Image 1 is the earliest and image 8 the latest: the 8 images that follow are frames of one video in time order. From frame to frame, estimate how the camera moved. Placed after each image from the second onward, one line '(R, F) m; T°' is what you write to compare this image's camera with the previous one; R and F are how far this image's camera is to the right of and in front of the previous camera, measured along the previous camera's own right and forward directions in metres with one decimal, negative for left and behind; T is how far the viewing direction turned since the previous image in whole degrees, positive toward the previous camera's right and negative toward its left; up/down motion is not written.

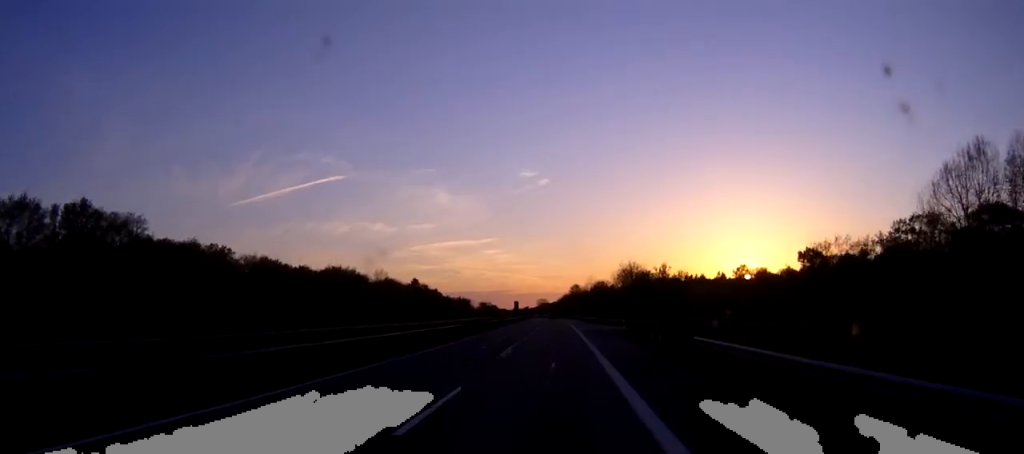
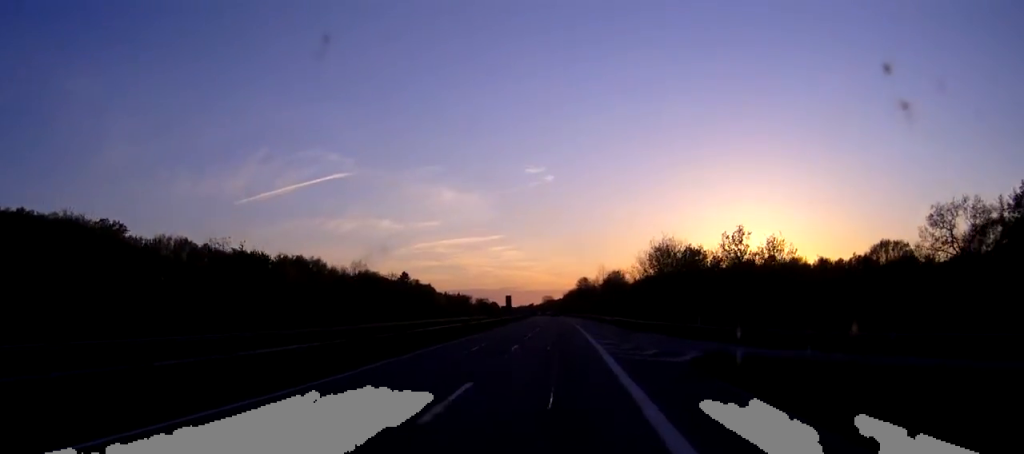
(-0.2, +34.6) m; -1°
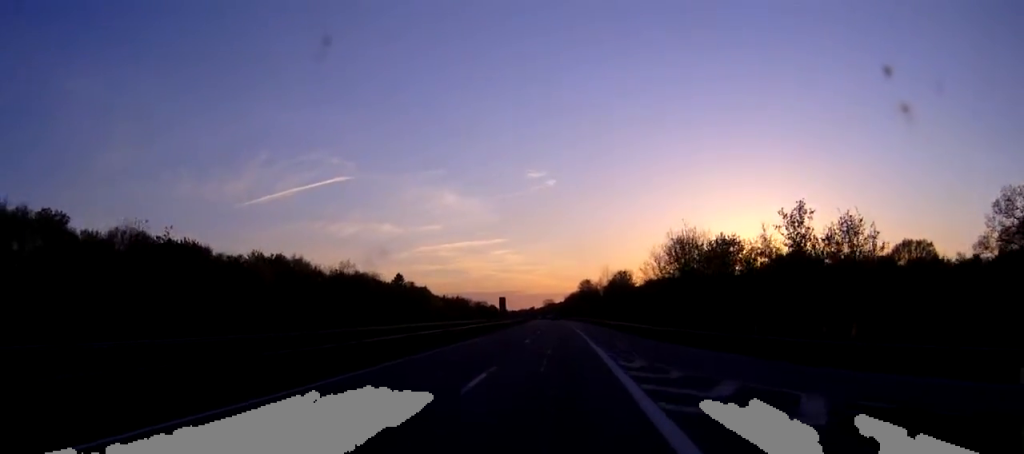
(0.0, +13.1) m; 0°
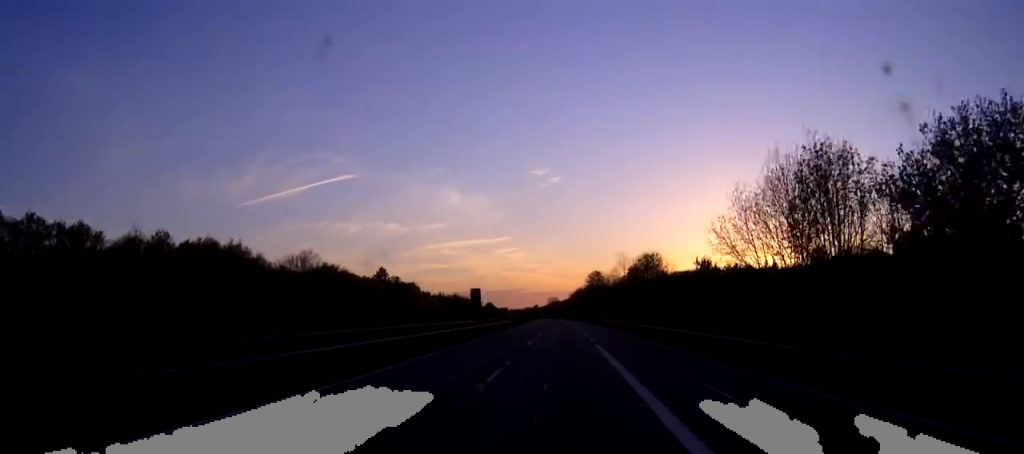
(-0.2, +34.7) m; 0°
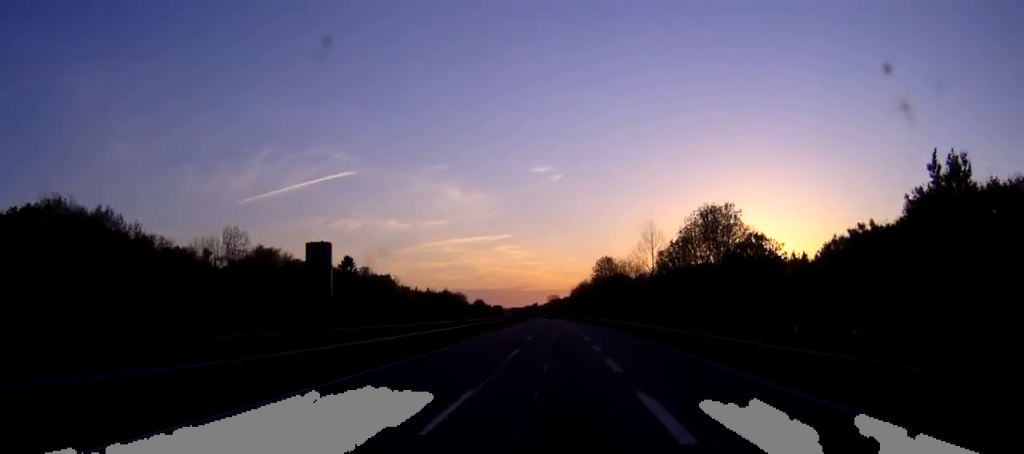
(-0.1, +42.3) m; 0°
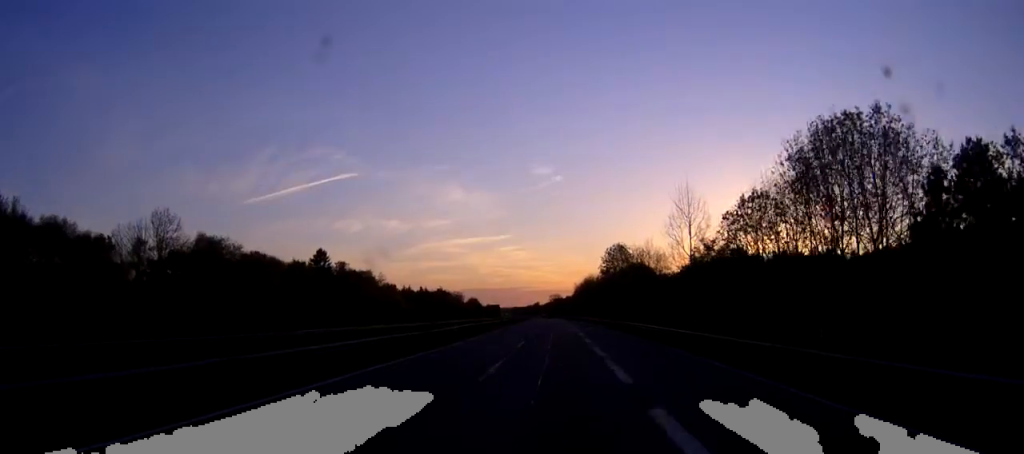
(0.0, +26.5) m; 0°
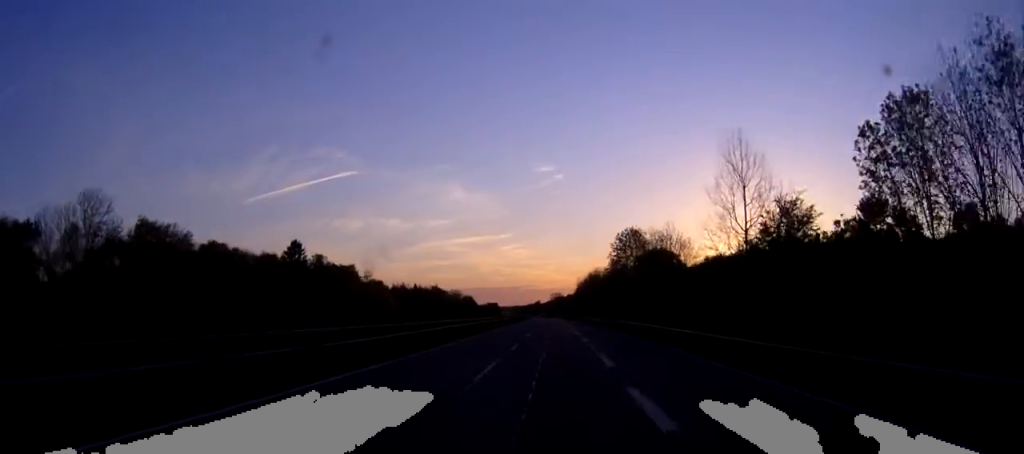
(0.0, +19.9) m; 0°
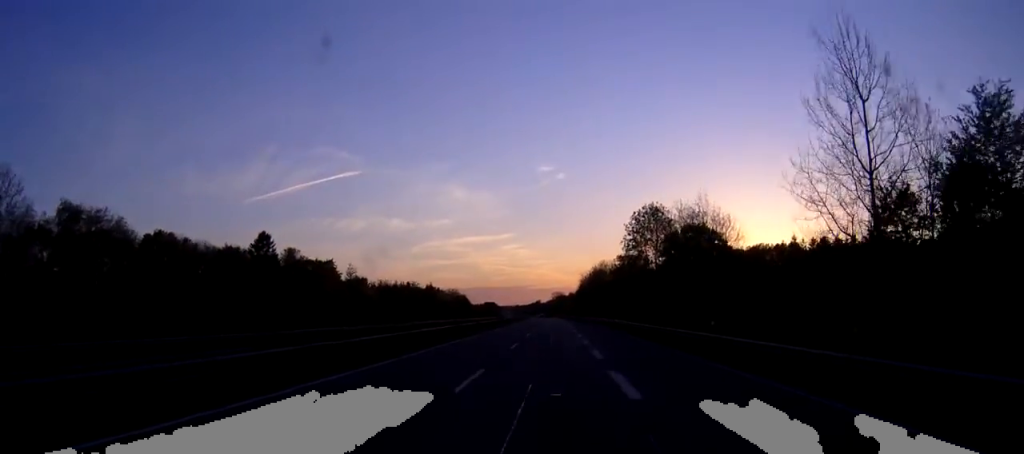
(-0.1, +19.9) m; 0°
